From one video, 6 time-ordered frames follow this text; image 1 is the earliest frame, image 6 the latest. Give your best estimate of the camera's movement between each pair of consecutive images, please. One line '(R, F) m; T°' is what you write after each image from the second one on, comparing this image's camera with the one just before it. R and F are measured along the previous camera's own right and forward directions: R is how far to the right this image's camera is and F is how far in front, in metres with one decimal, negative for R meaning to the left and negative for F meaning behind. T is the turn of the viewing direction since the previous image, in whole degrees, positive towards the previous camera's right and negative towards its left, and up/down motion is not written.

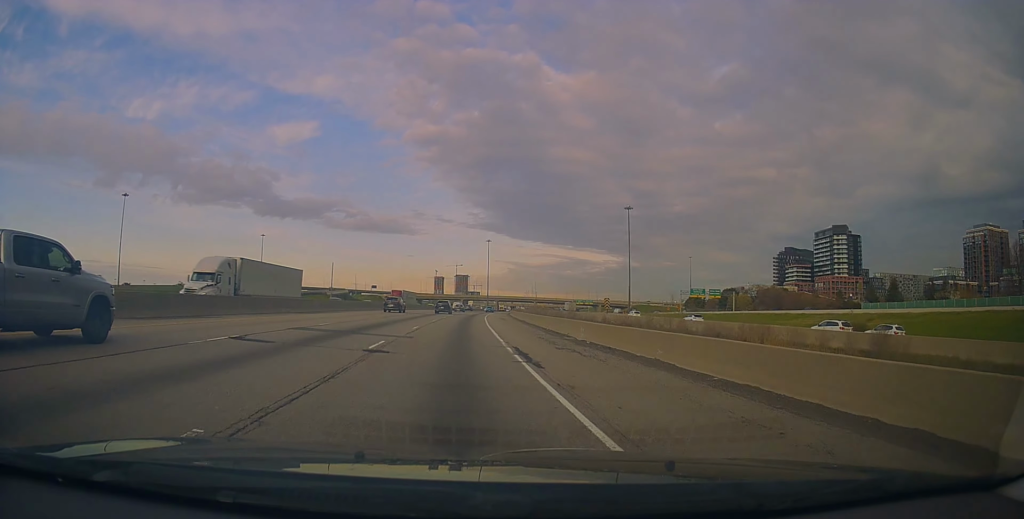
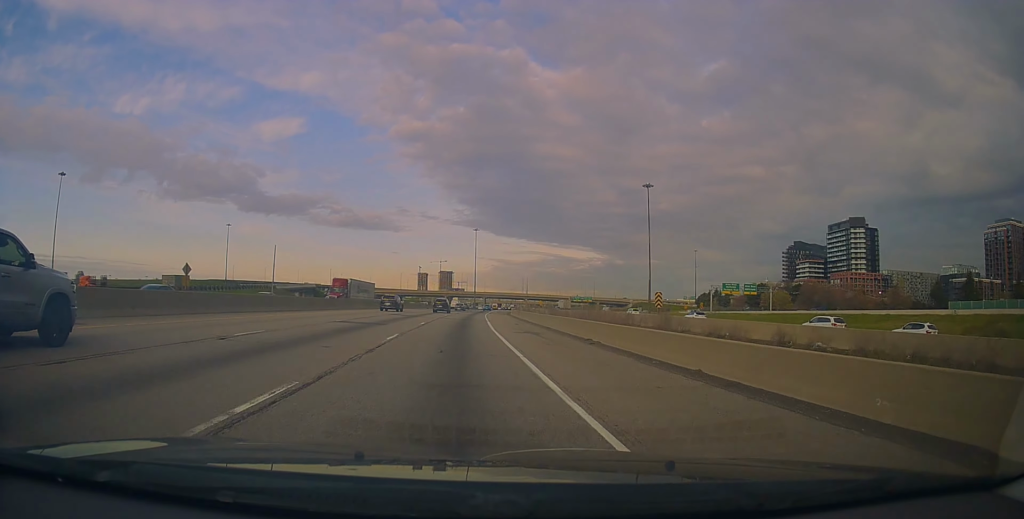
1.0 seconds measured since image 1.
(+0.4, +33.0) m; +1°
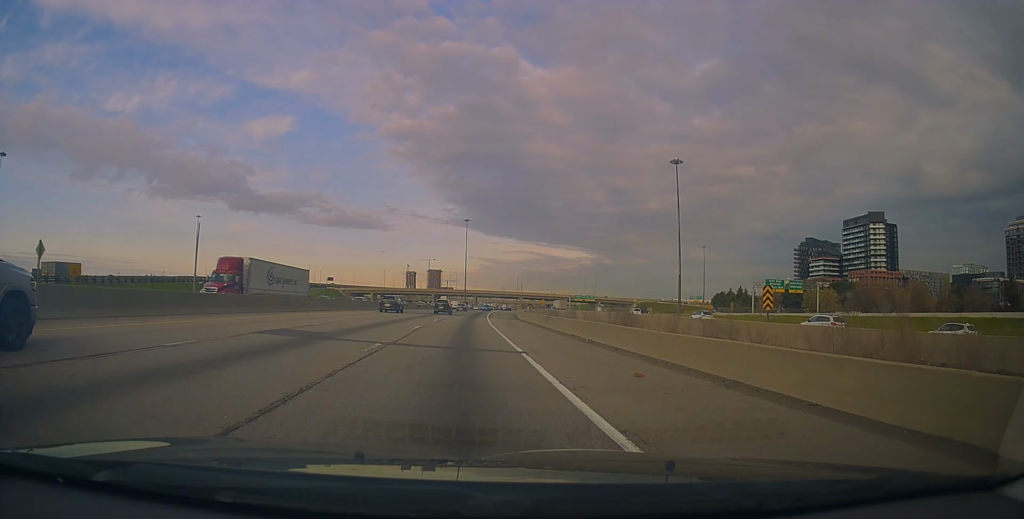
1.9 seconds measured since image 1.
(0.0, +27.4) m; +1°
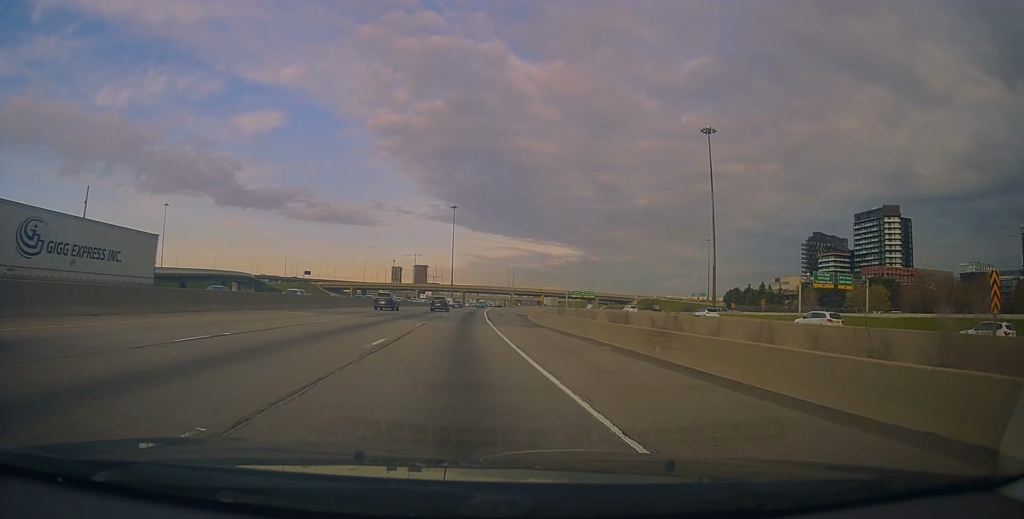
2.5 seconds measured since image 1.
(+0.1, +23.1) m; +1°
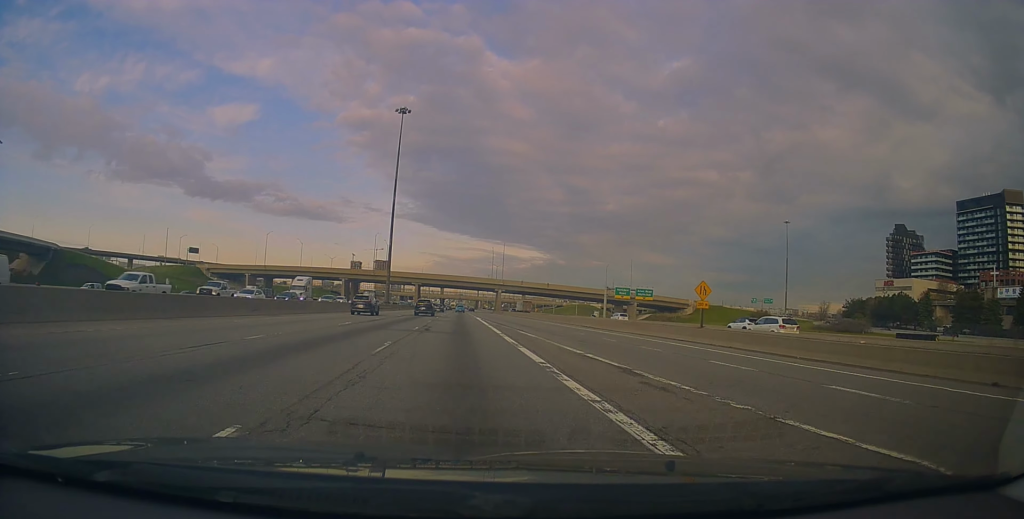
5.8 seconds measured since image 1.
(+4.8, +105.9) m; +4°
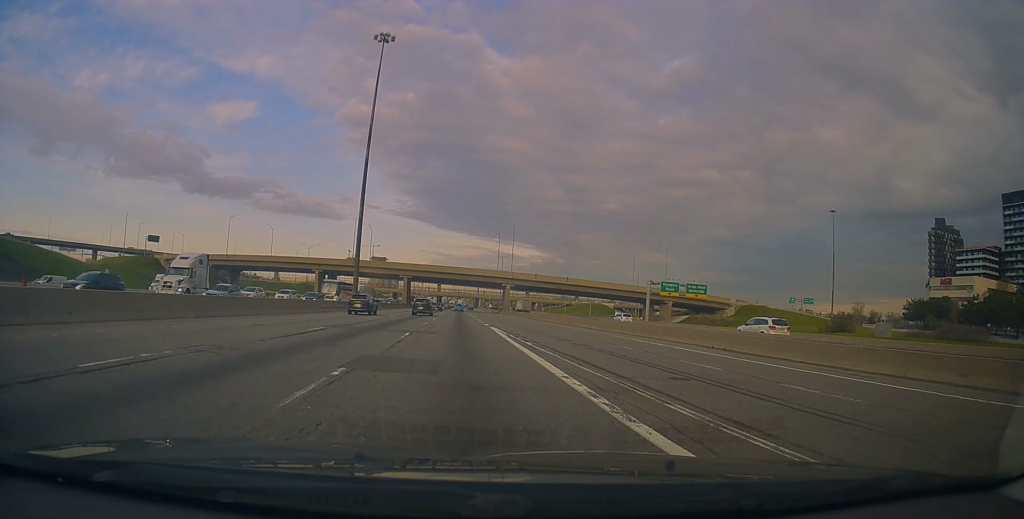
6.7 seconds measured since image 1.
(+0.3, +29.2) m; +1°
